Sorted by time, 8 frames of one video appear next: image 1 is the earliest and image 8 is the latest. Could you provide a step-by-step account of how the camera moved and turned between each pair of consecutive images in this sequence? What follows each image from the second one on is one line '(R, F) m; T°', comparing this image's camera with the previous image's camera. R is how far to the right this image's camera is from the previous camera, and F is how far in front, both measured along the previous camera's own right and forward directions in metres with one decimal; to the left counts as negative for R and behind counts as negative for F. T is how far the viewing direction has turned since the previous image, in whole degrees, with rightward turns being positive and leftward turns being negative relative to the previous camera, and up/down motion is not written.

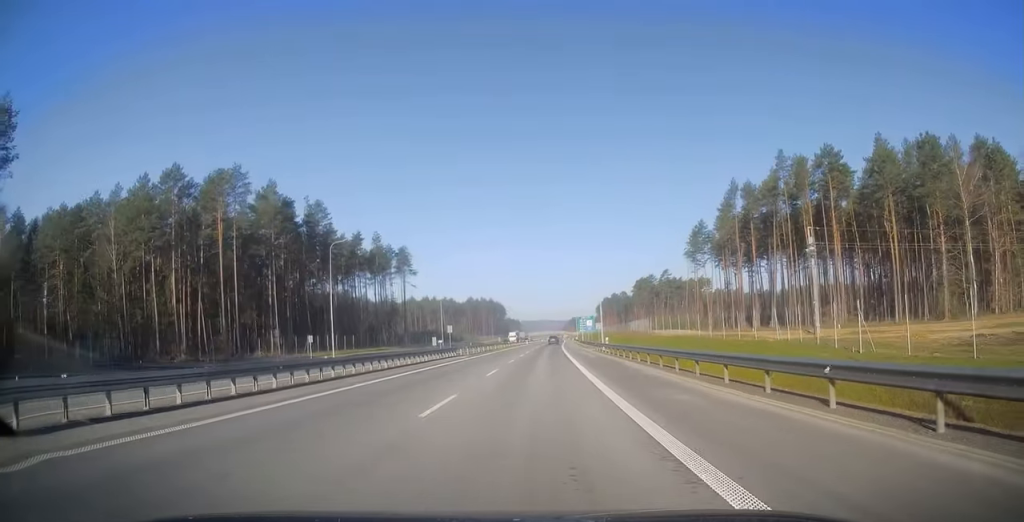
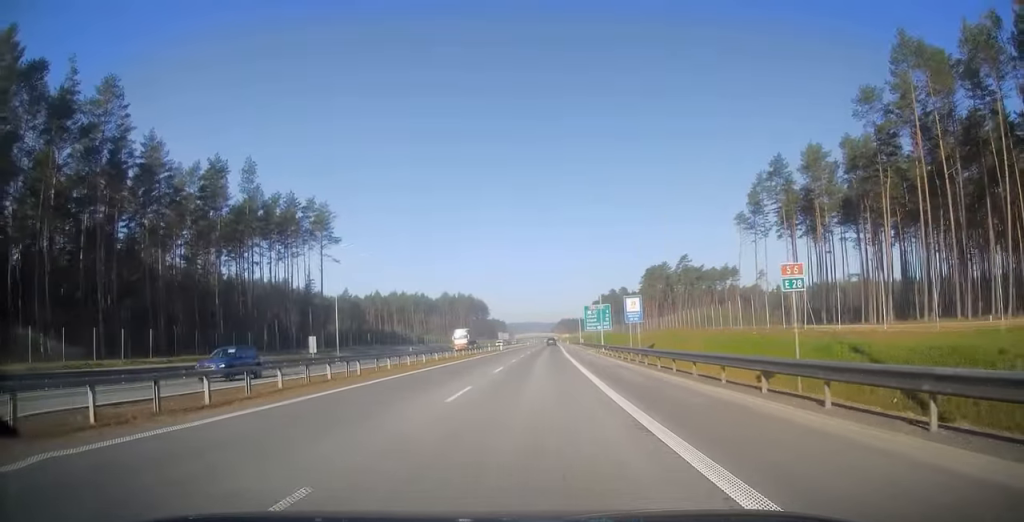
(+0.6, +56.9) m; +1°
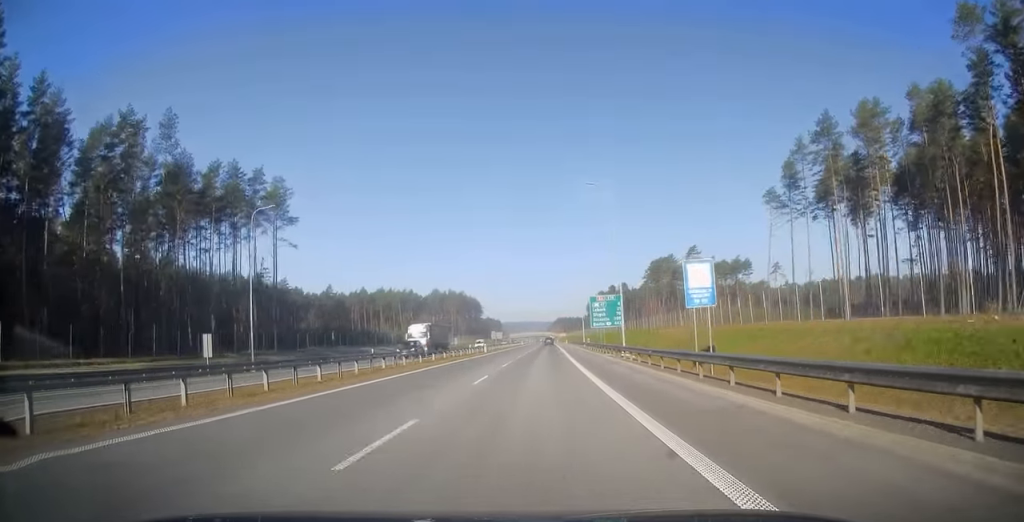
(+0.1, +19.0) m; 0°
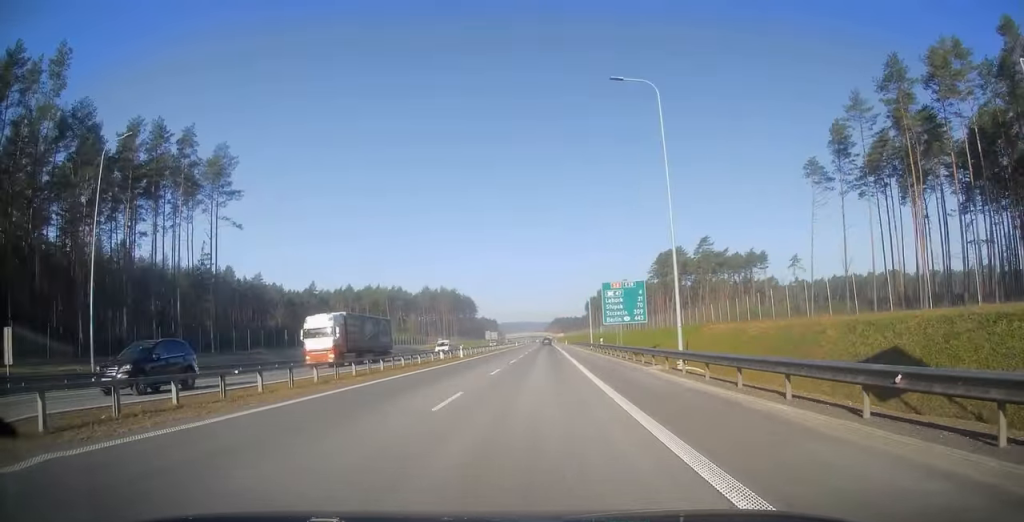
(0.0, +18.4) m; 0°
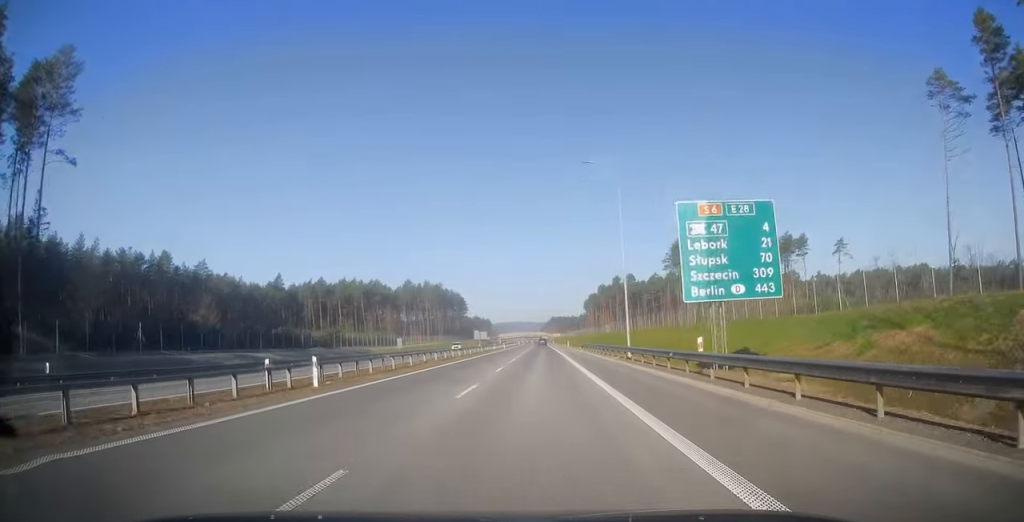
(+0.1, +33.1) m; +1°
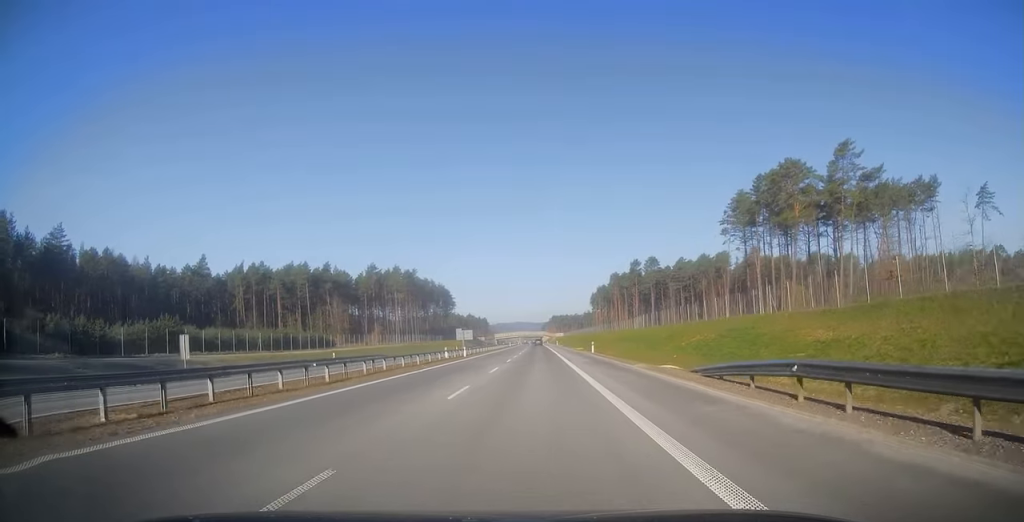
(0.0, +59.4) m; 0°
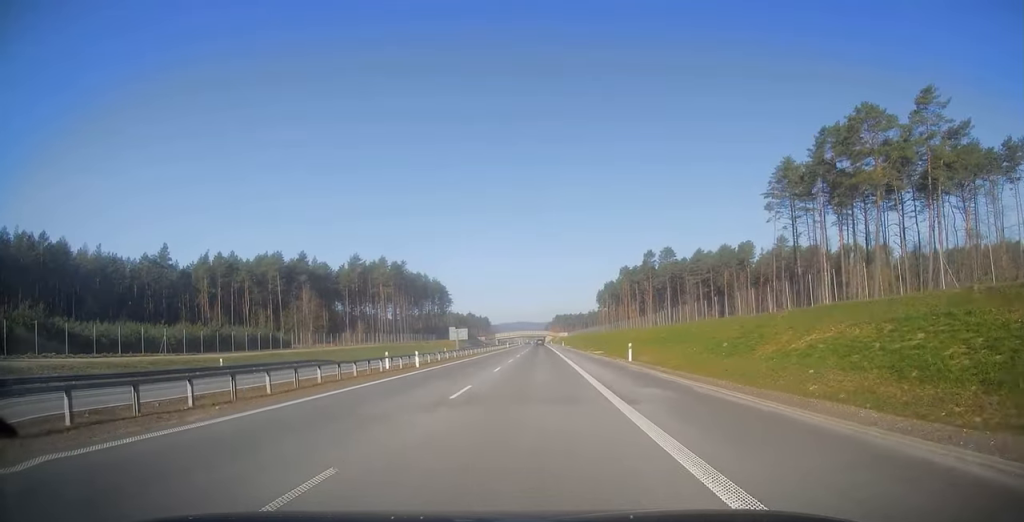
(+0.2, +23.7) m; 0°
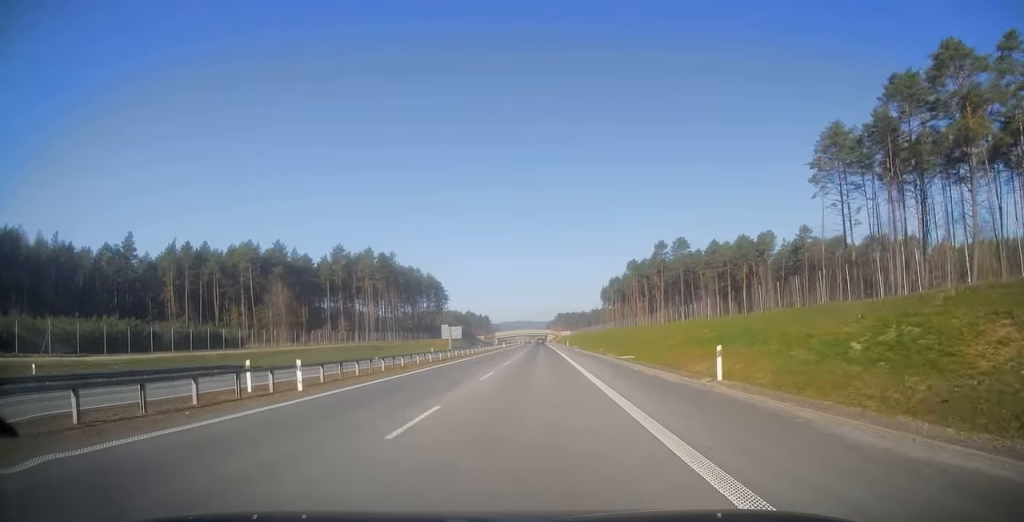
(+0.1, +17.9) m; 0°
